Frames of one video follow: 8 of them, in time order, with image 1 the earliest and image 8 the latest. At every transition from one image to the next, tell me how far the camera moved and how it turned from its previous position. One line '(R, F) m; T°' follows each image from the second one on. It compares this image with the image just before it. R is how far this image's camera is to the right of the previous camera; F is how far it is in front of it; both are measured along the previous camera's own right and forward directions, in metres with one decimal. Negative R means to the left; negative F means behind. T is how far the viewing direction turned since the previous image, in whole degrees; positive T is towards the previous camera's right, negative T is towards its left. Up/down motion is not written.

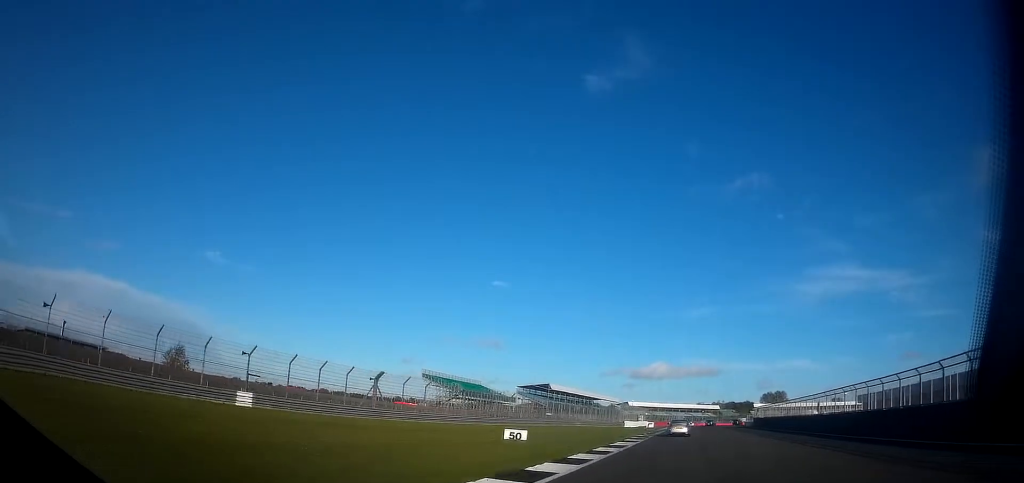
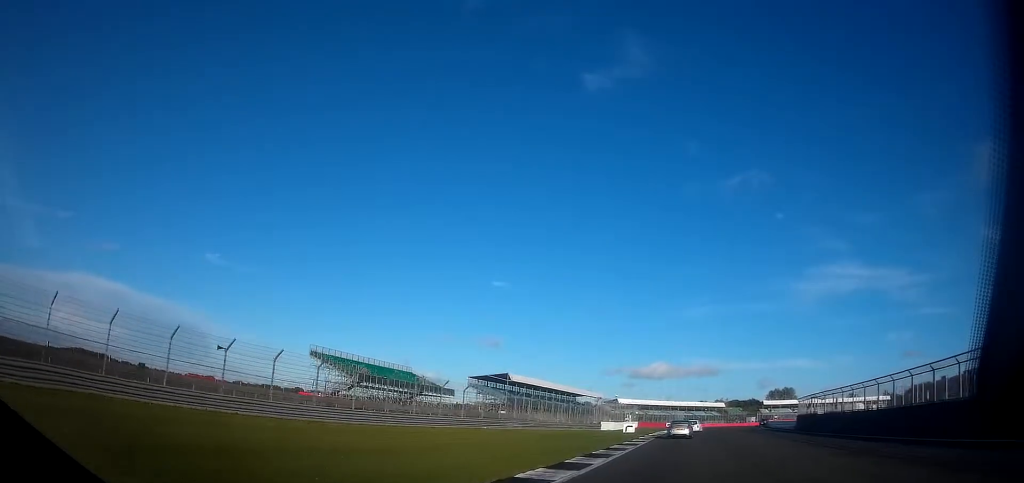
(-0.2, +36.1) m; +1°
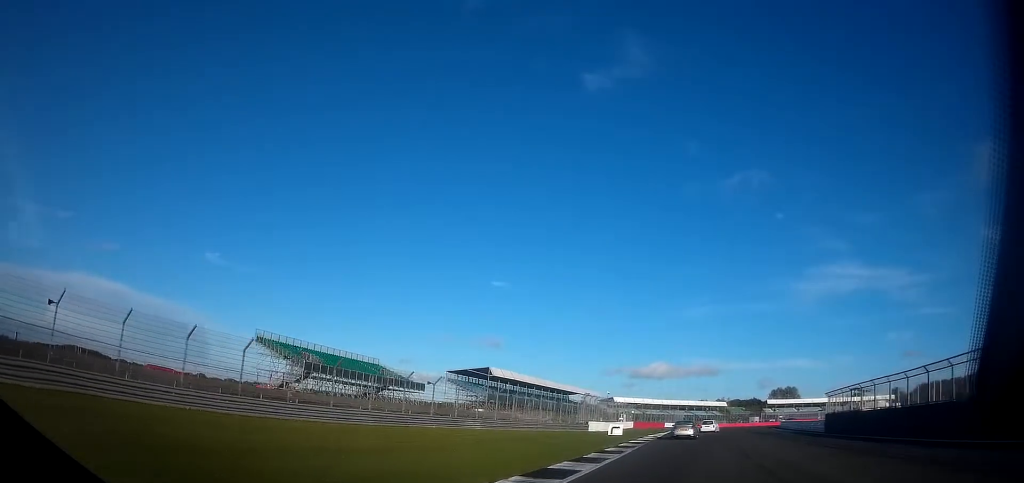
(0.0, +12.2) m; +1°
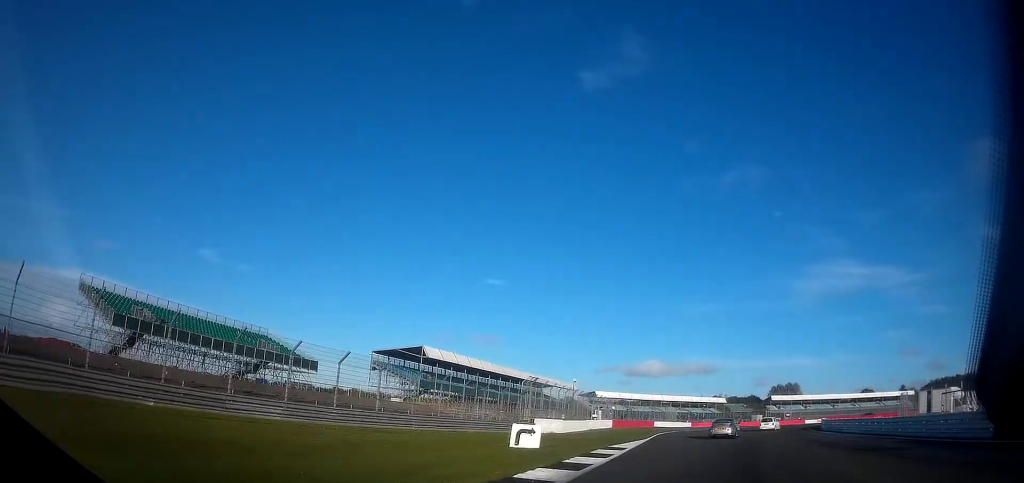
(+0.5, +27.2) m; +3°
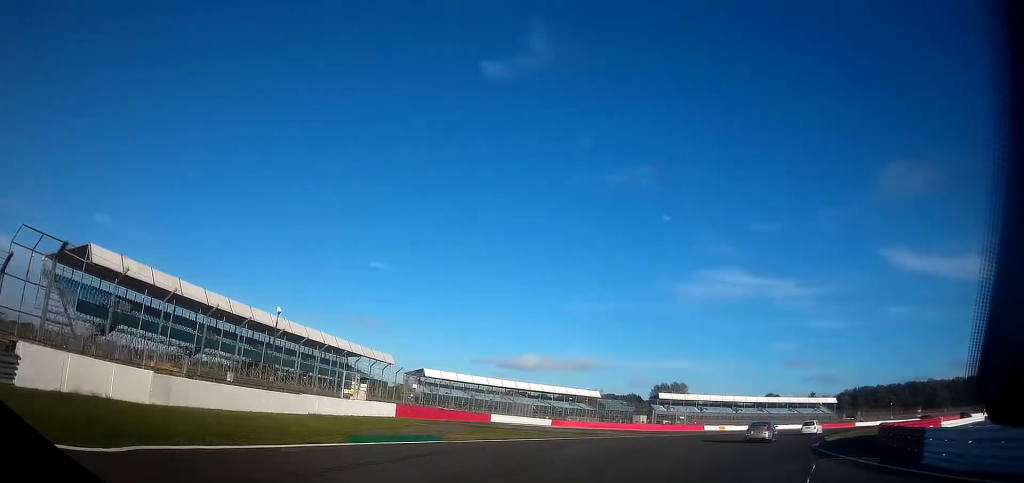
(+2.6, +43.3) m; +7°
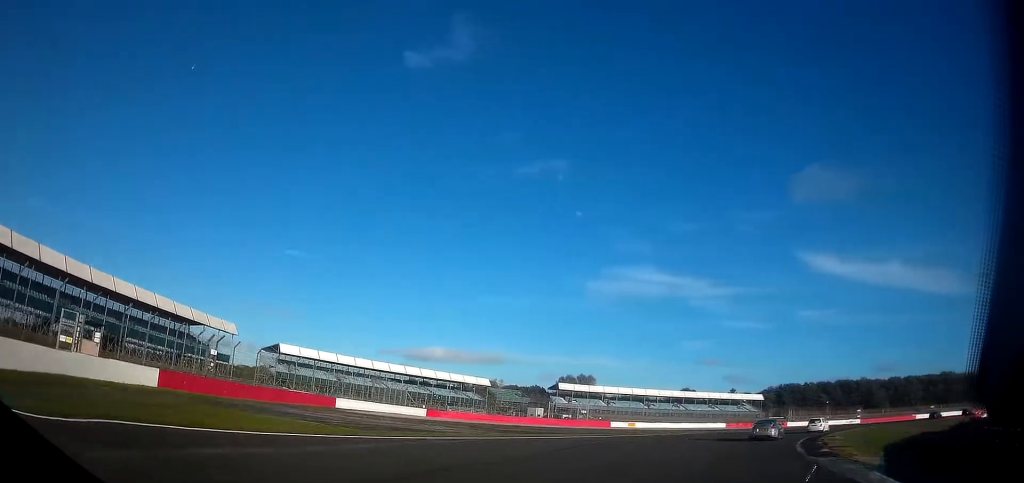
(+0.7, +21.5) m; +4°
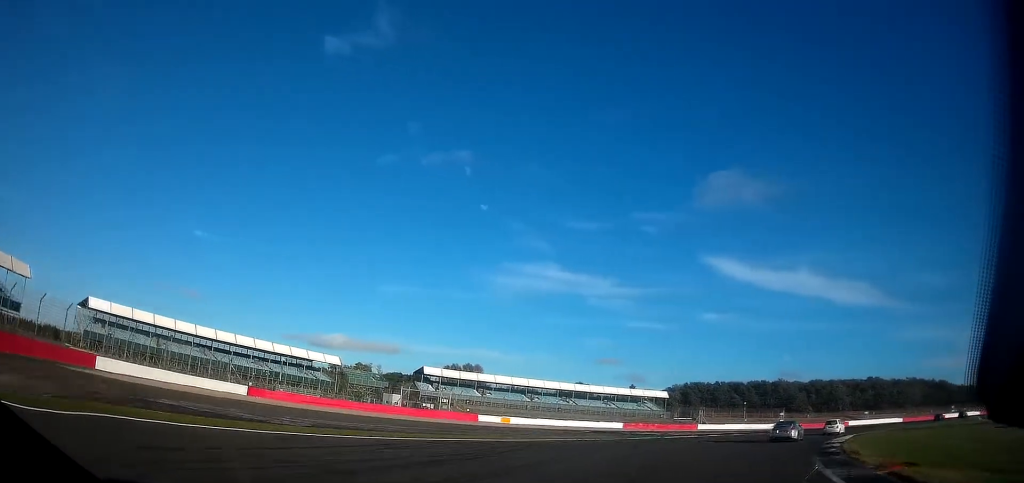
(+1.1, +23.5) m; +7°
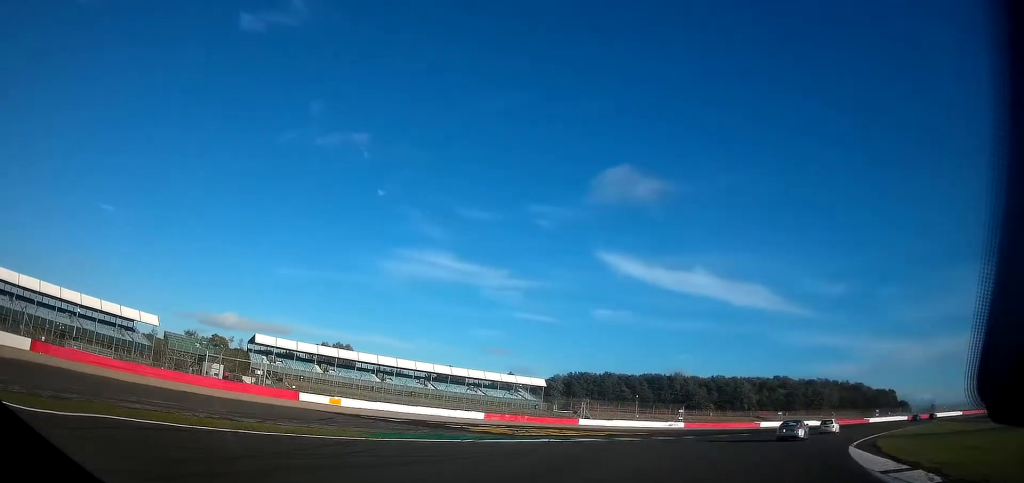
(+1.1, +20.5) m; +10°
